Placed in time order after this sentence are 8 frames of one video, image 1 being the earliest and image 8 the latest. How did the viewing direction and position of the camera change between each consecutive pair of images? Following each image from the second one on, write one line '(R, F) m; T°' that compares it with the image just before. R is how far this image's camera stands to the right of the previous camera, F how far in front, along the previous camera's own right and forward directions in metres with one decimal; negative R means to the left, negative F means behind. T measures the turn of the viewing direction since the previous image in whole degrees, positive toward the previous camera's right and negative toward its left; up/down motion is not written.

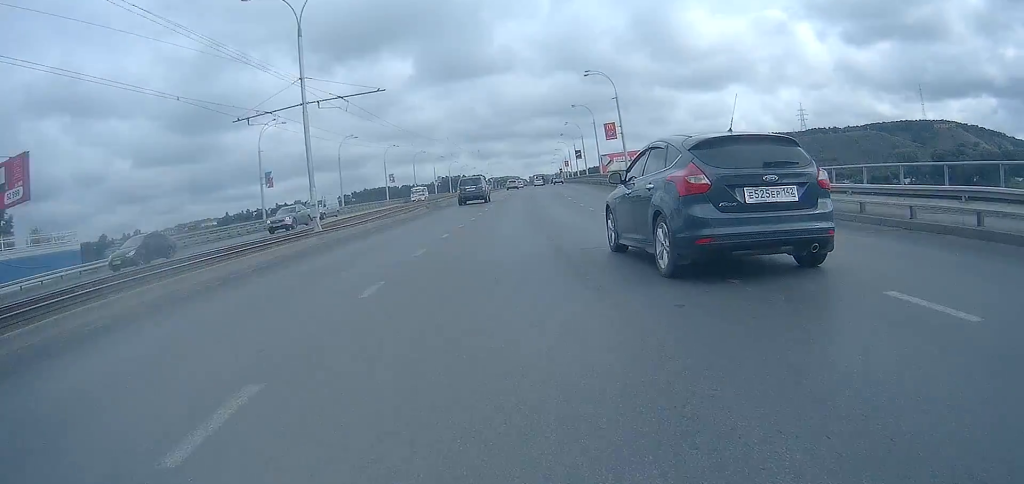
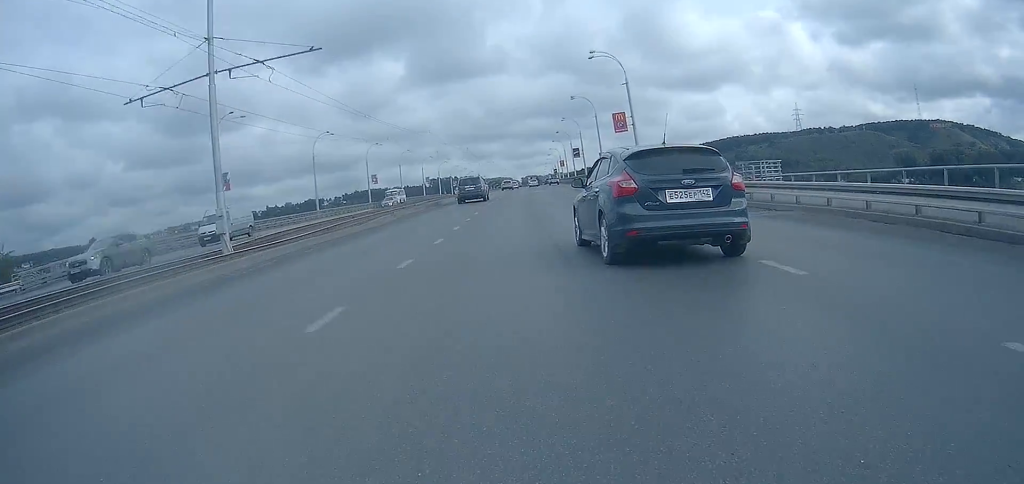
(+0.1, +10.0) m; +1°
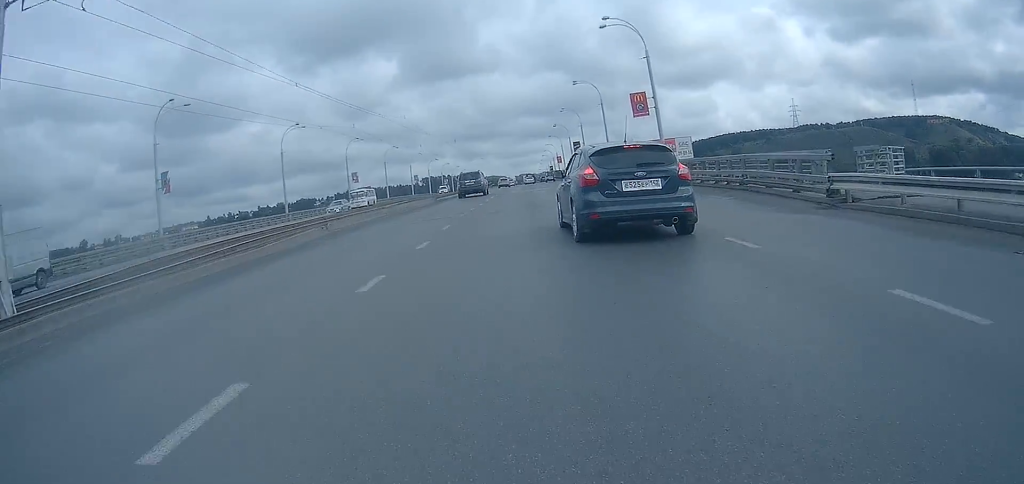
(0.0, +11.1) m; +1°
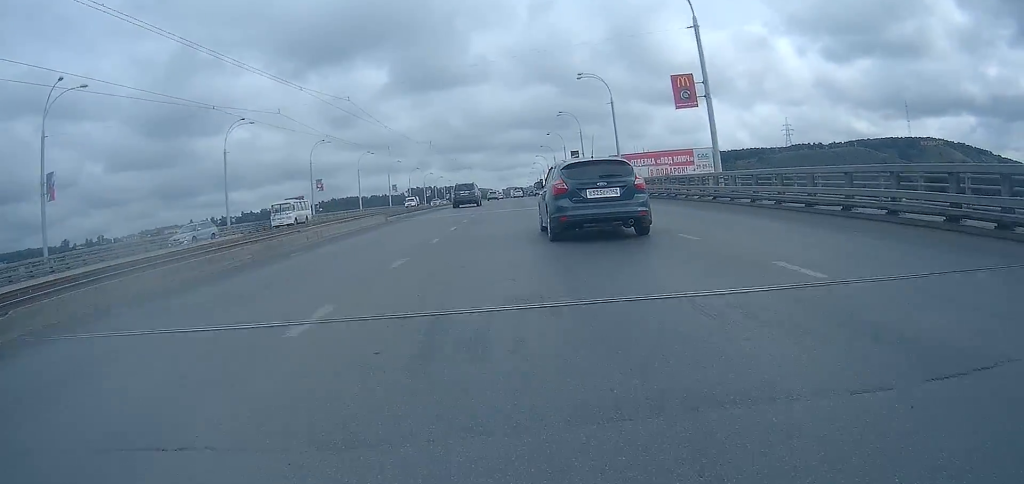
(+0.2, +14.5) m; +1°
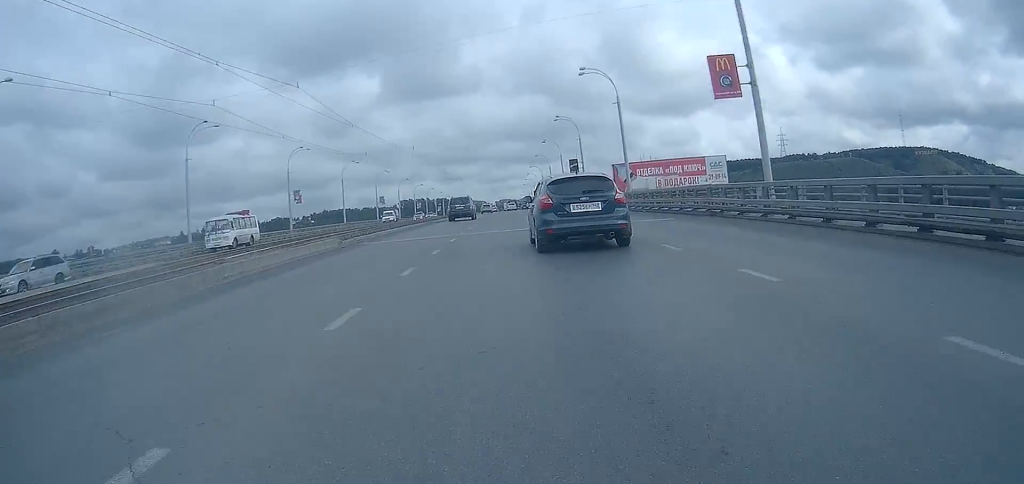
(0.0, +7.5) m; 0°
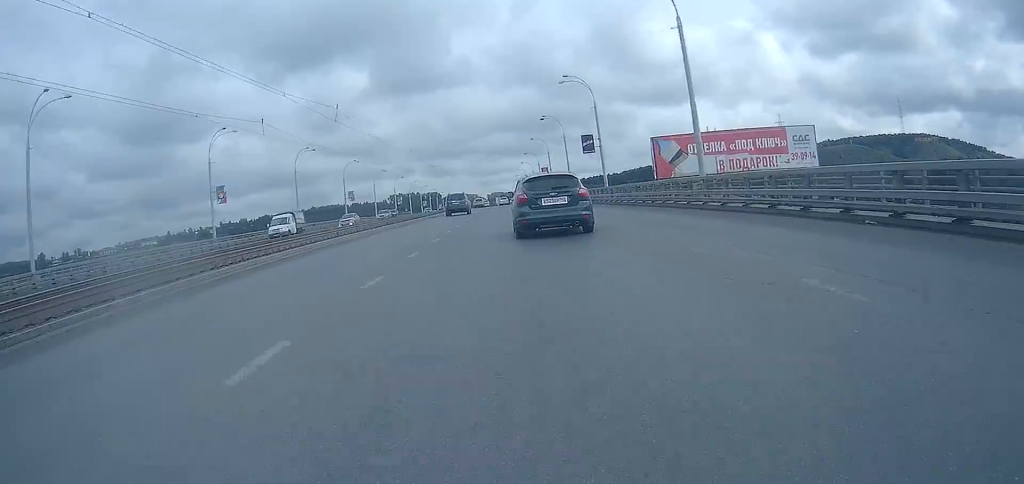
(+0.2, +23.3) m; +1°
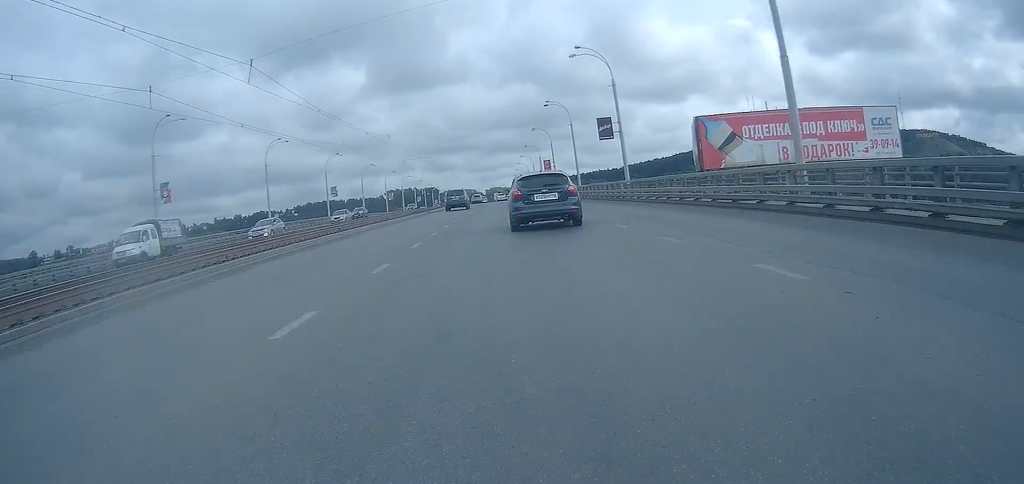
(+0.1, +11.8) m; 0°
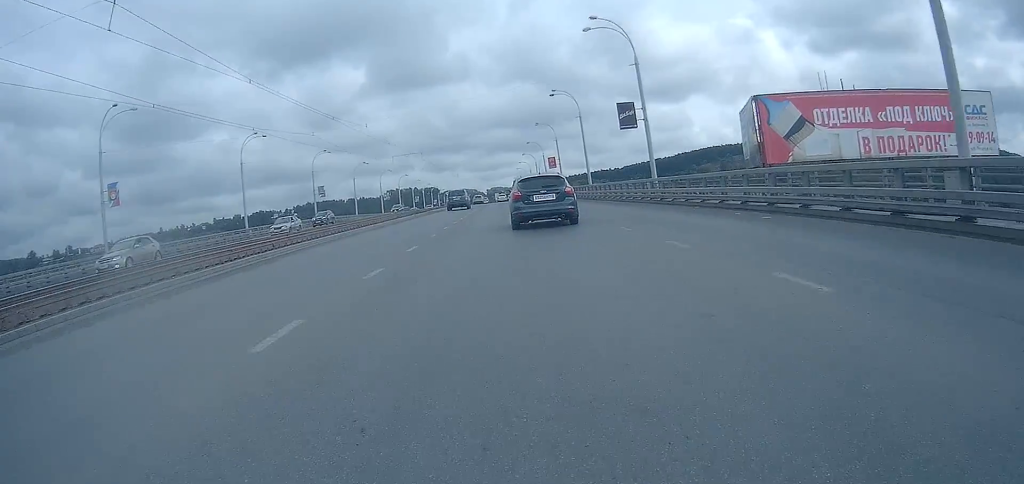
(0.0, +8.9) m; 0°
